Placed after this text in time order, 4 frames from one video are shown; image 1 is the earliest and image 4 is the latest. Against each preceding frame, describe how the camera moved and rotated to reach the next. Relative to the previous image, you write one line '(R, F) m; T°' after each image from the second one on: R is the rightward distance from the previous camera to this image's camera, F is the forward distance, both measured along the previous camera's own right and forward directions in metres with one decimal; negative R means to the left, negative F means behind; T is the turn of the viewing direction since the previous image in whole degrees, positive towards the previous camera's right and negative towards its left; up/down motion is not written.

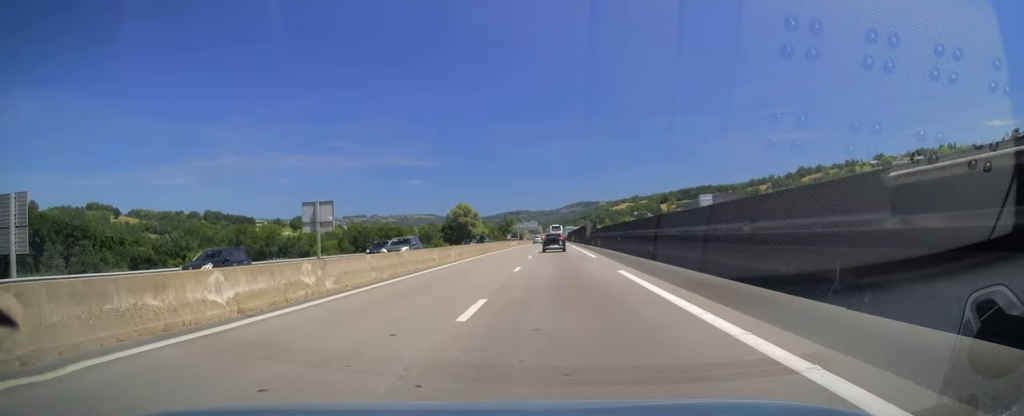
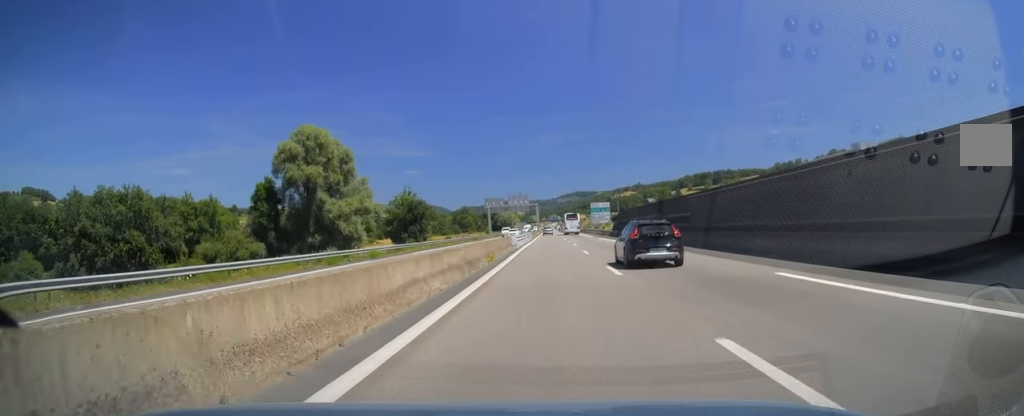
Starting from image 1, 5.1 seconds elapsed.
(-1.7, +160.6) m; 0°
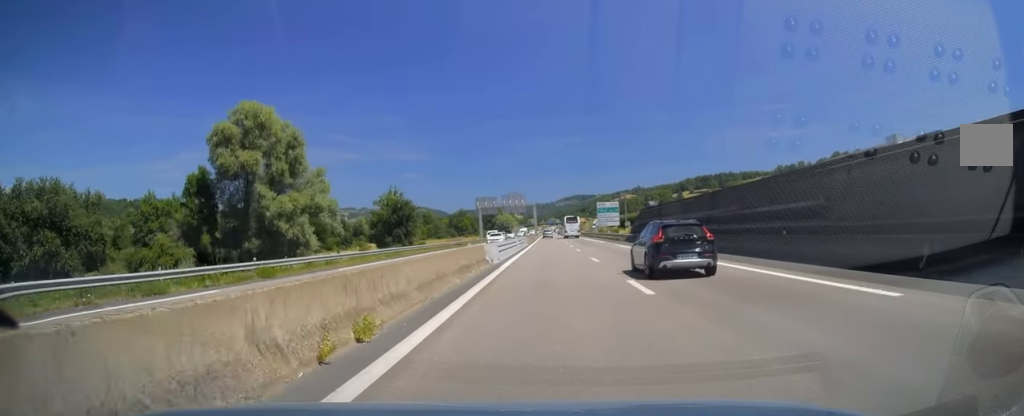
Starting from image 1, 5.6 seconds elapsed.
(+0.1, +17.9) m; 0°
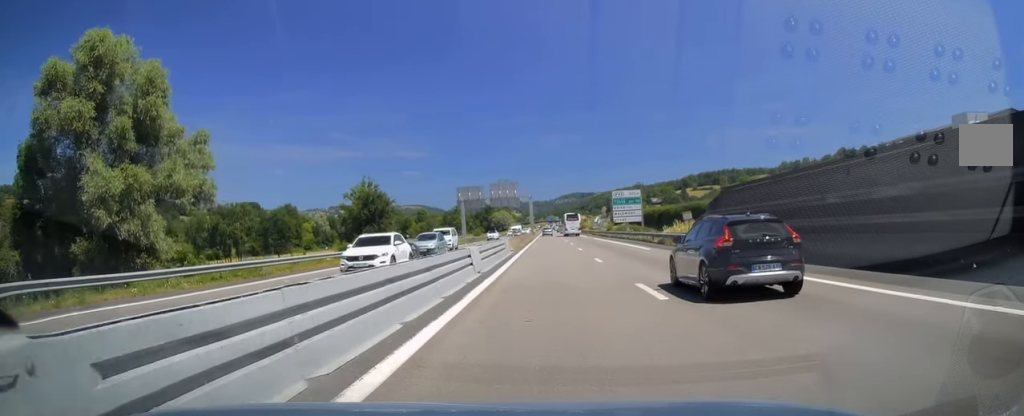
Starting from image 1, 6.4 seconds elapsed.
(+0.1, +27.0) m; 0°
